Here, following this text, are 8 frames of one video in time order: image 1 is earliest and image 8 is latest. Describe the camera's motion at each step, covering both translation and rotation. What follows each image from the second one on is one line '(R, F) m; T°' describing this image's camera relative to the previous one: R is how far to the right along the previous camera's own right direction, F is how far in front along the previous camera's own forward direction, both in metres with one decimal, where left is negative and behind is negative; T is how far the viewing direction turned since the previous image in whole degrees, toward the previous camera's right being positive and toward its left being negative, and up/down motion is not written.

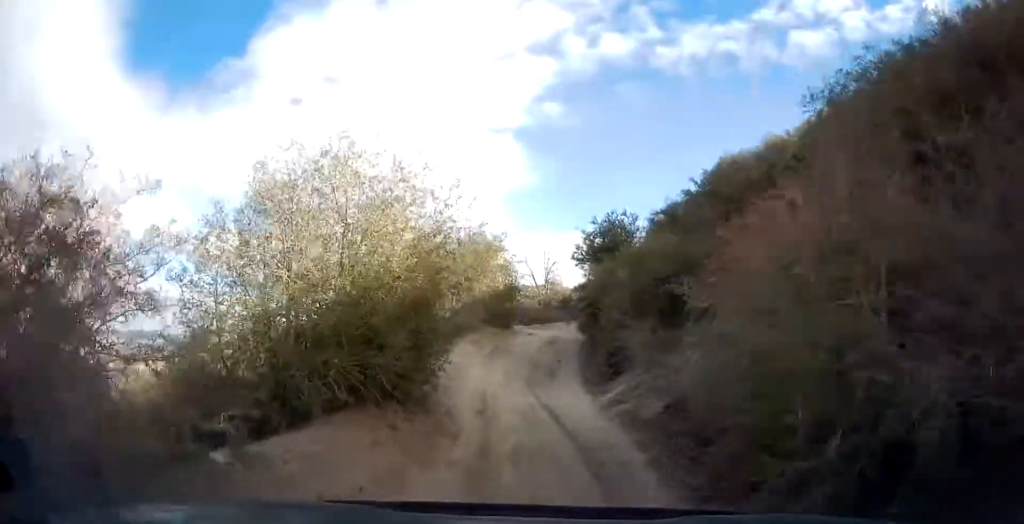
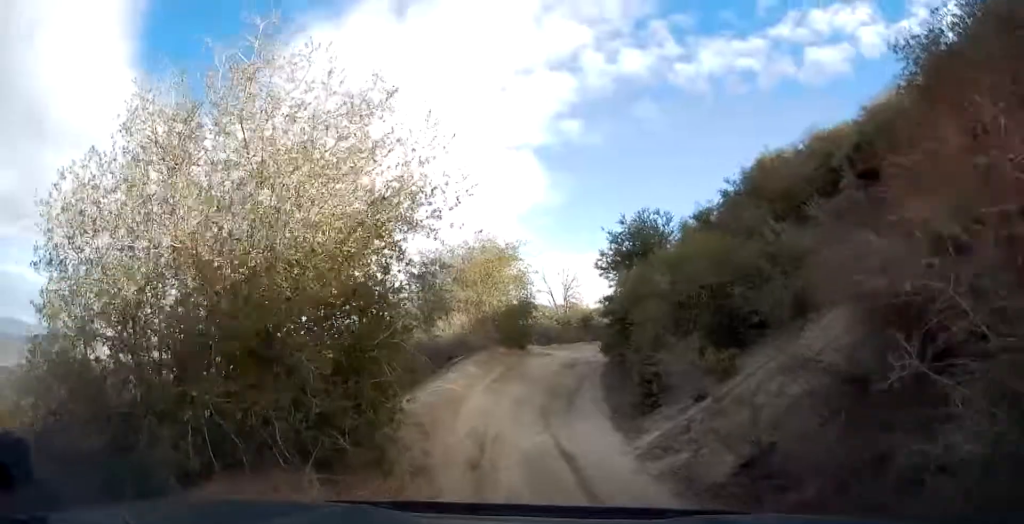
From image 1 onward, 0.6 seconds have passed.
(-0.2, +3.4) m; -2°
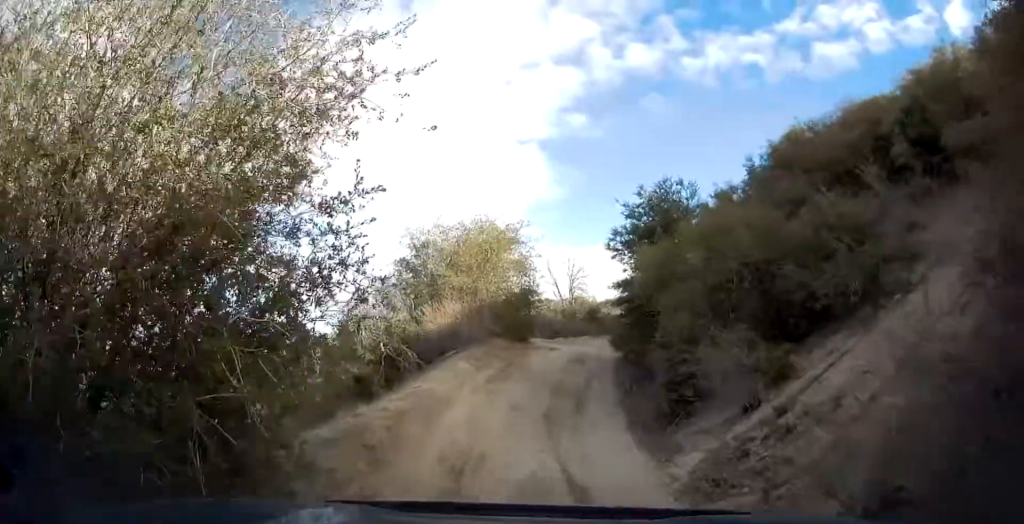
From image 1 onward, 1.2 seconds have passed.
(0.0, +2.8) m; -1°
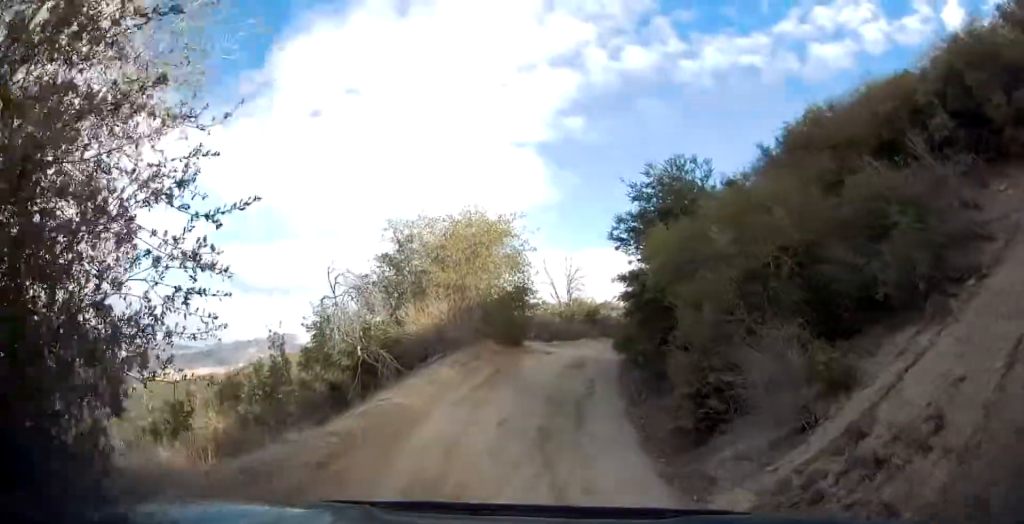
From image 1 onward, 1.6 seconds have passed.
(0.0, +2.3) m; 0°
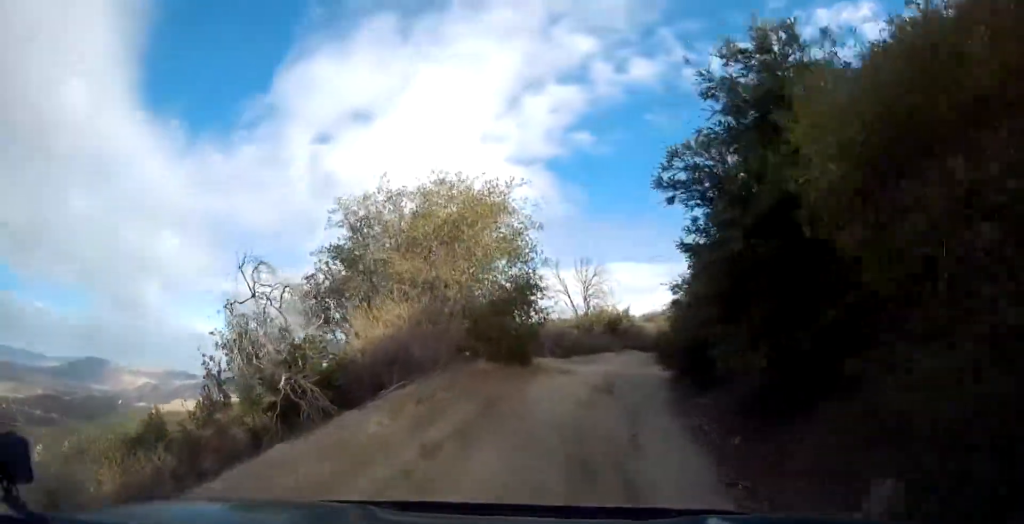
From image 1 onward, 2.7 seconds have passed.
(0.0, +6.1) m; 0°
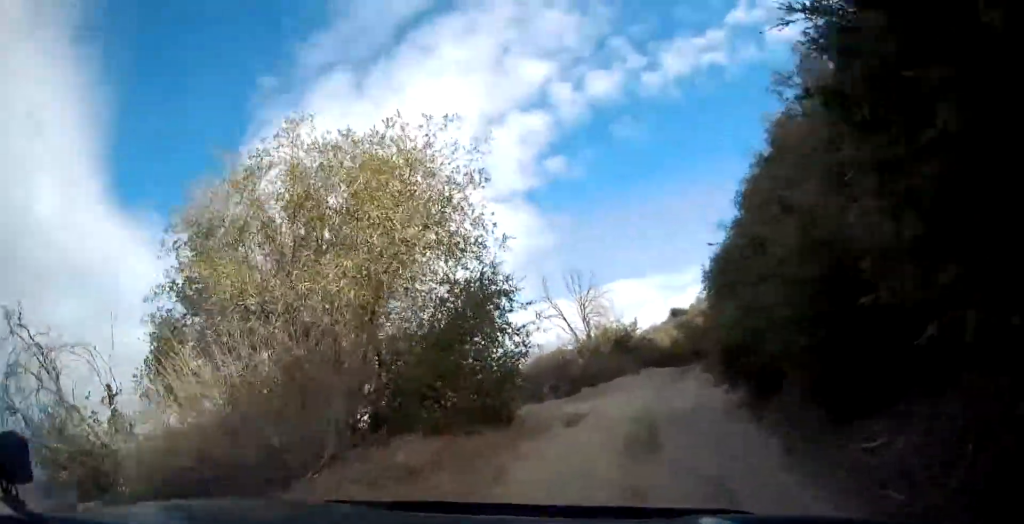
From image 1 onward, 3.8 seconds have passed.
(0.0, +6.0) m; 0°
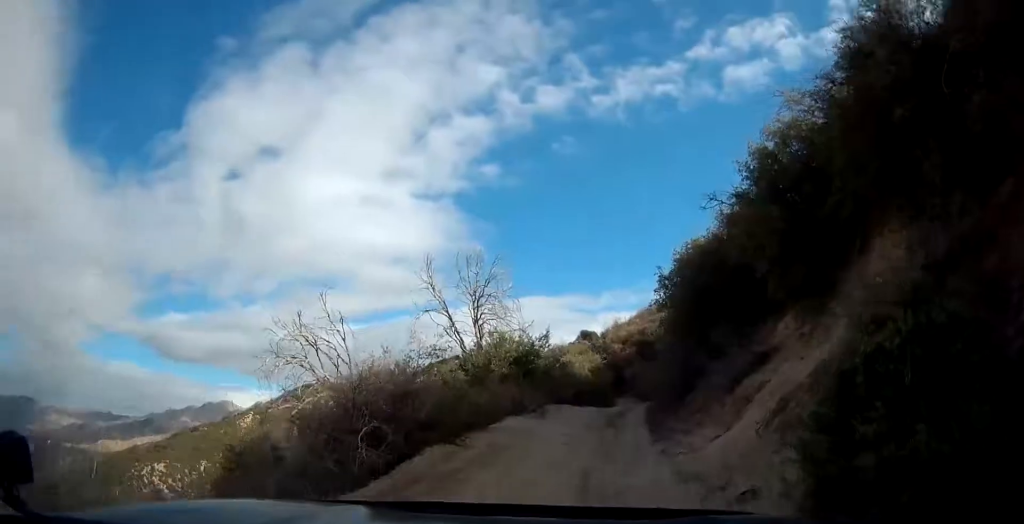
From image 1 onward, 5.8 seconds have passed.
(+0.6, +11.7) m; +8°
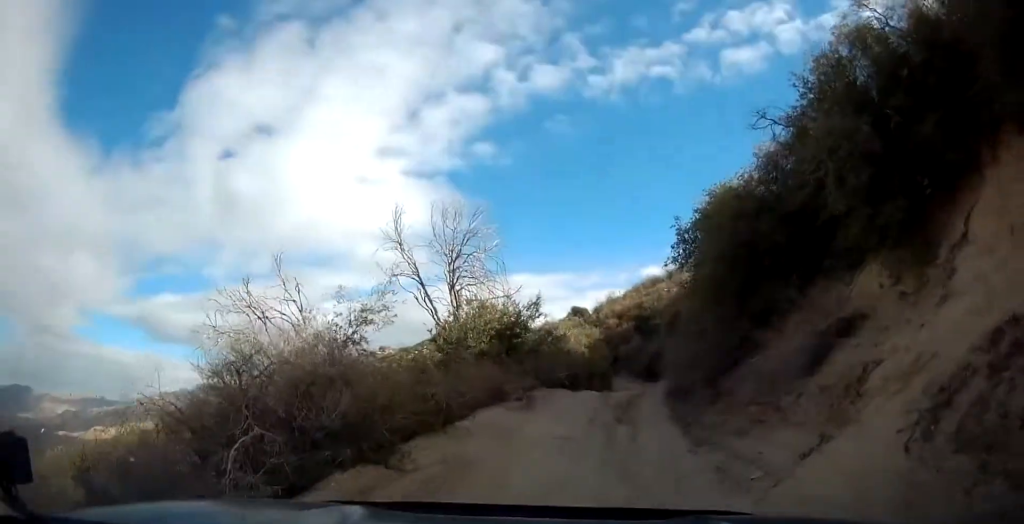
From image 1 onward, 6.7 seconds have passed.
(+0.1, +4.8) m; 0°
